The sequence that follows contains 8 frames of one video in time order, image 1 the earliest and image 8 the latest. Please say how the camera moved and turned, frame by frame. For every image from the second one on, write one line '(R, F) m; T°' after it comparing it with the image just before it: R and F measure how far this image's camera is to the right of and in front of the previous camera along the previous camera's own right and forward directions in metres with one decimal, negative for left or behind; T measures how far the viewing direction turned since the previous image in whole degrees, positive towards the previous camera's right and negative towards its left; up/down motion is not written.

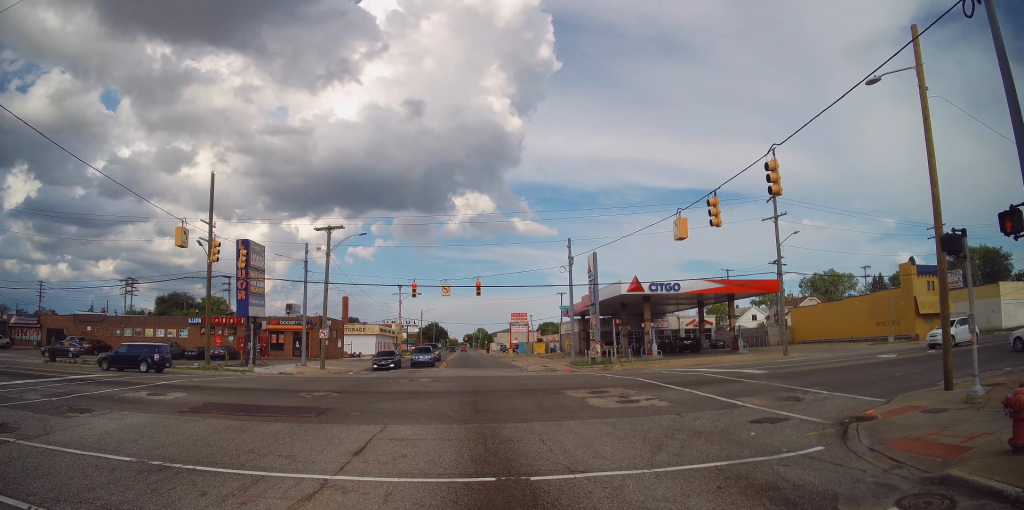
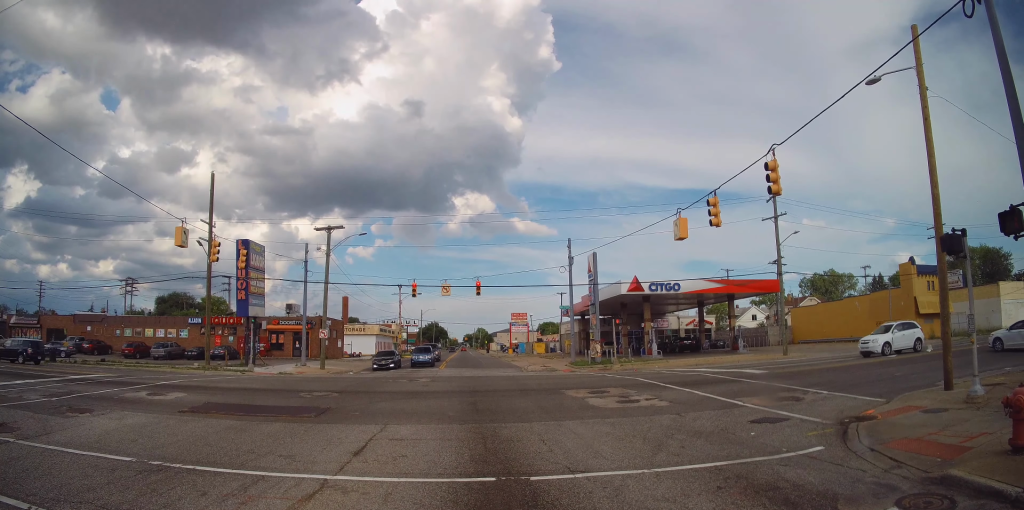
(0.0, 0.0) m; 0°
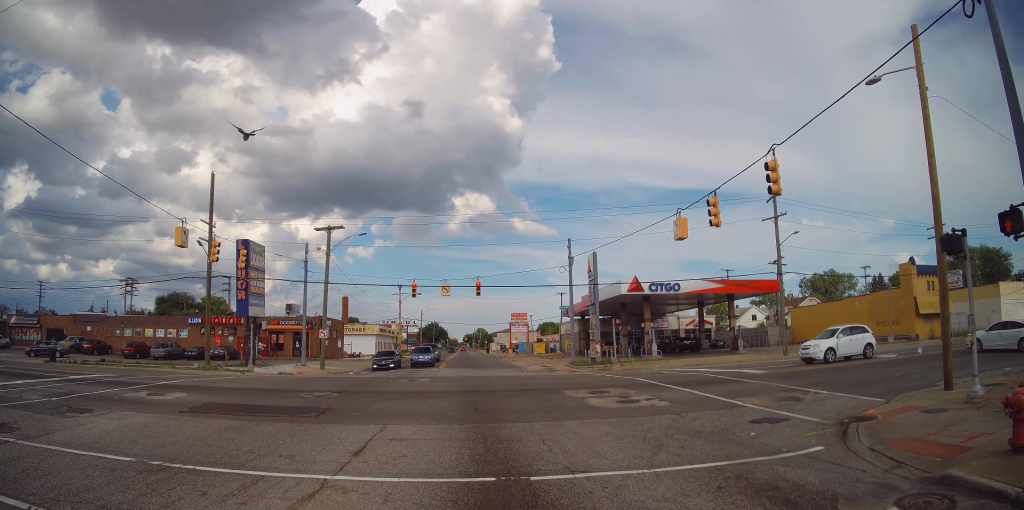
(0.0, 0.0) m; 0°
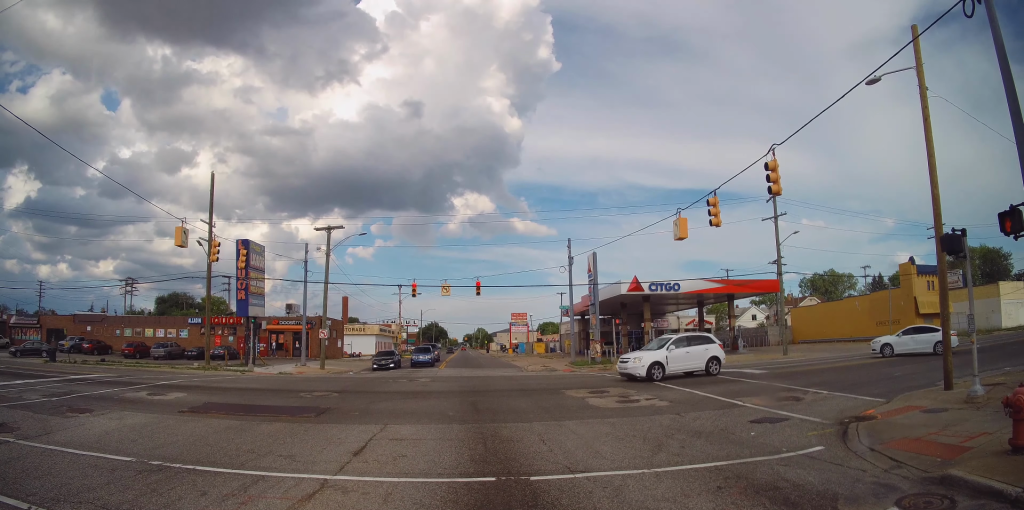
(0.0, 0.0) m; 0°
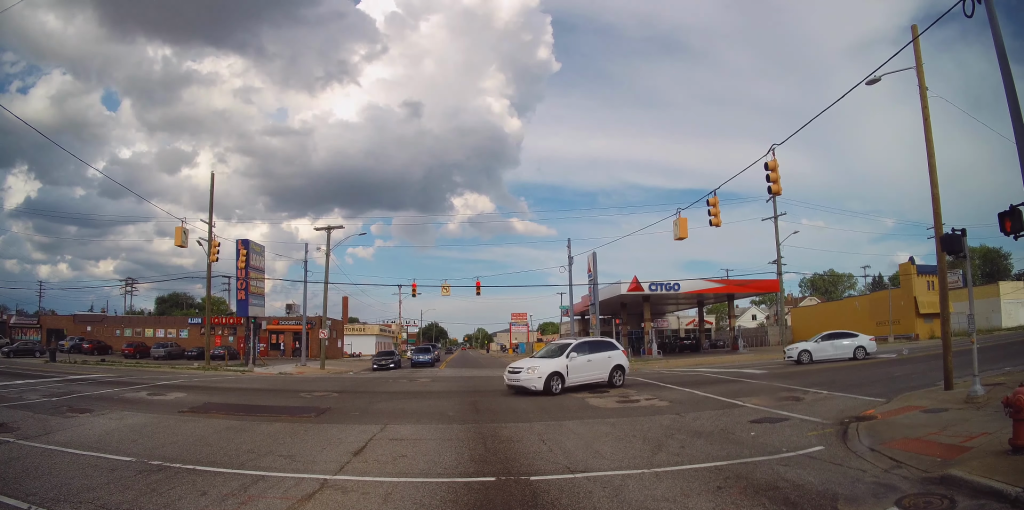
(0.0, 0.0) m; 0°
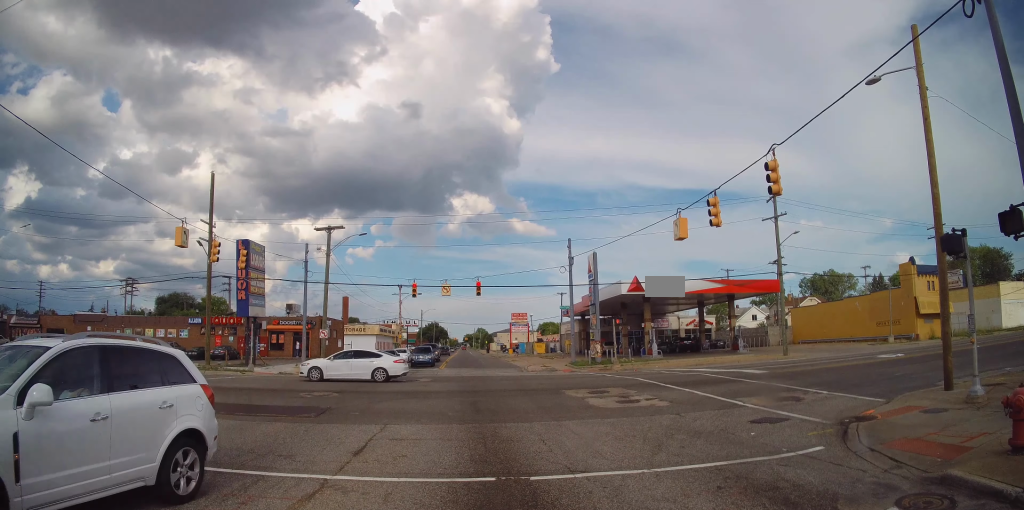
(0.0, 0.0) m; 0°
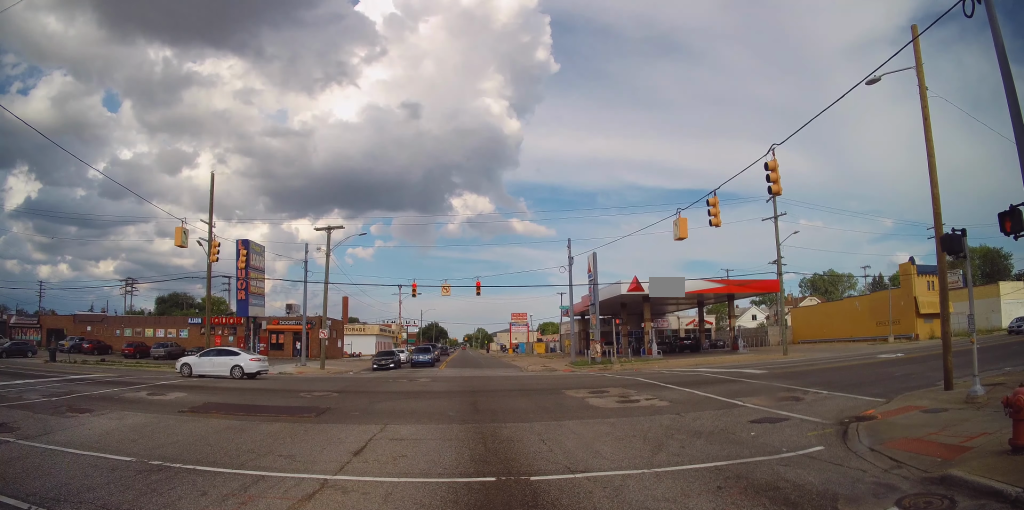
(0.0, 0.0) m; 0°
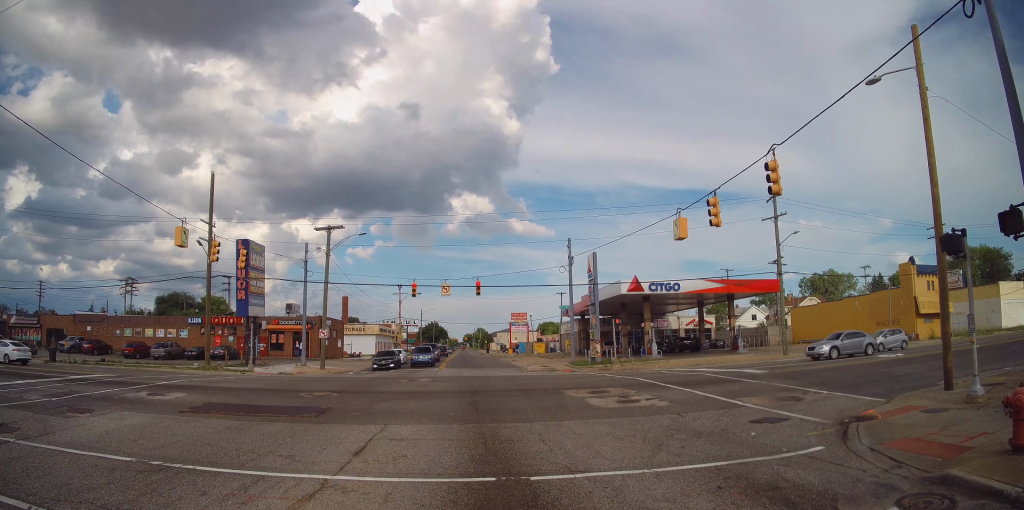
(0.0, 0.0) m; 0°
